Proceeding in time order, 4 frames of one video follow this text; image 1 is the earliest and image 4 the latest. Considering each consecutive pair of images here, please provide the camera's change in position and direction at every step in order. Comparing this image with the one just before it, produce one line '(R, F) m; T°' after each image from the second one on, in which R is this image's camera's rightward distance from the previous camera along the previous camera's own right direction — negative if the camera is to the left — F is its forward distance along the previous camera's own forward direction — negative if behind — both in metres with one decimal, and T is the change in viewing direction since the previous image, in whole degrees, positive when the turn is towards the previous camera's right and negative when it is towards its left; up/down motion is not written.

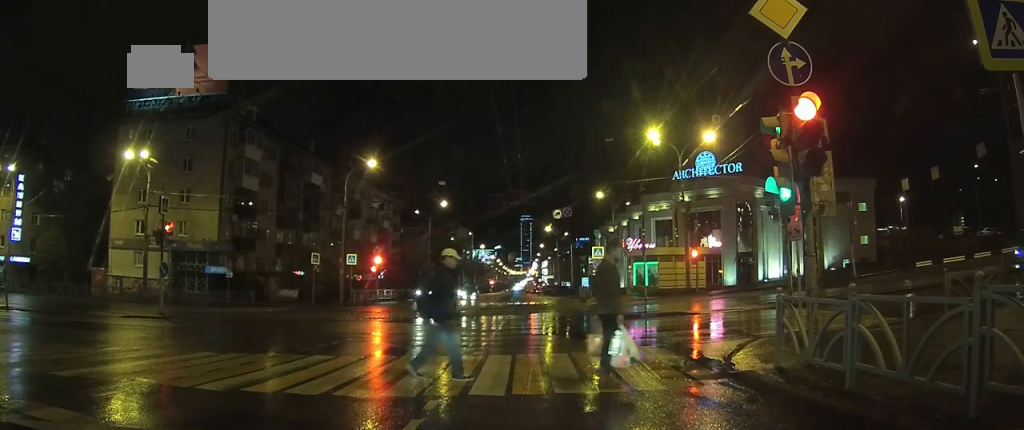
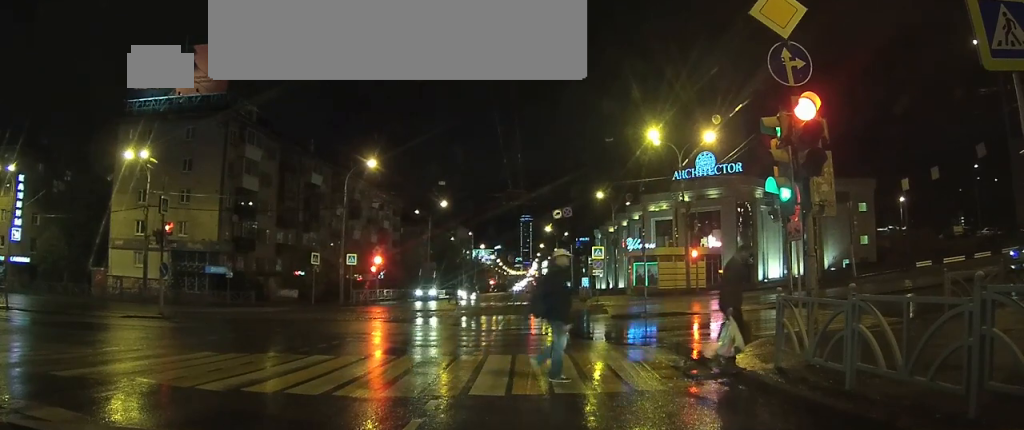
(0.0, 0.0) m; 0°
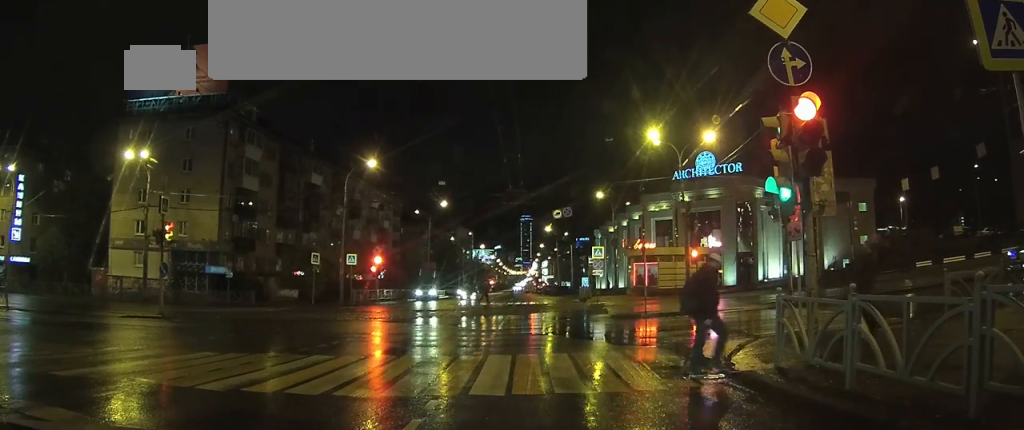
(0.0, 0.0) m; 0°
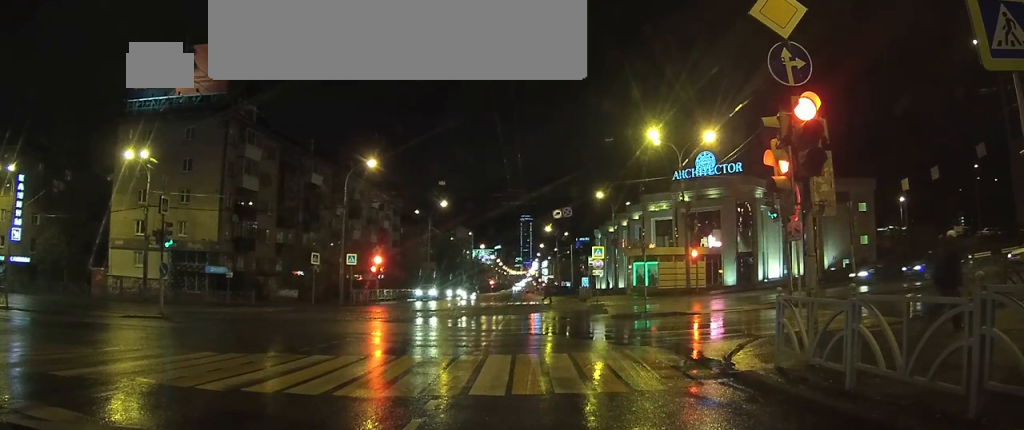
(0.0, 0.0) m; 0°
